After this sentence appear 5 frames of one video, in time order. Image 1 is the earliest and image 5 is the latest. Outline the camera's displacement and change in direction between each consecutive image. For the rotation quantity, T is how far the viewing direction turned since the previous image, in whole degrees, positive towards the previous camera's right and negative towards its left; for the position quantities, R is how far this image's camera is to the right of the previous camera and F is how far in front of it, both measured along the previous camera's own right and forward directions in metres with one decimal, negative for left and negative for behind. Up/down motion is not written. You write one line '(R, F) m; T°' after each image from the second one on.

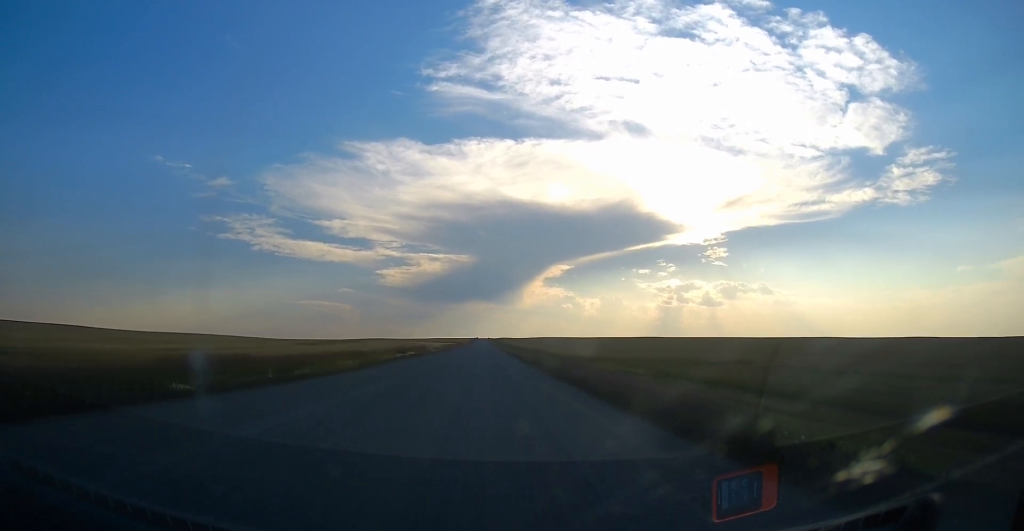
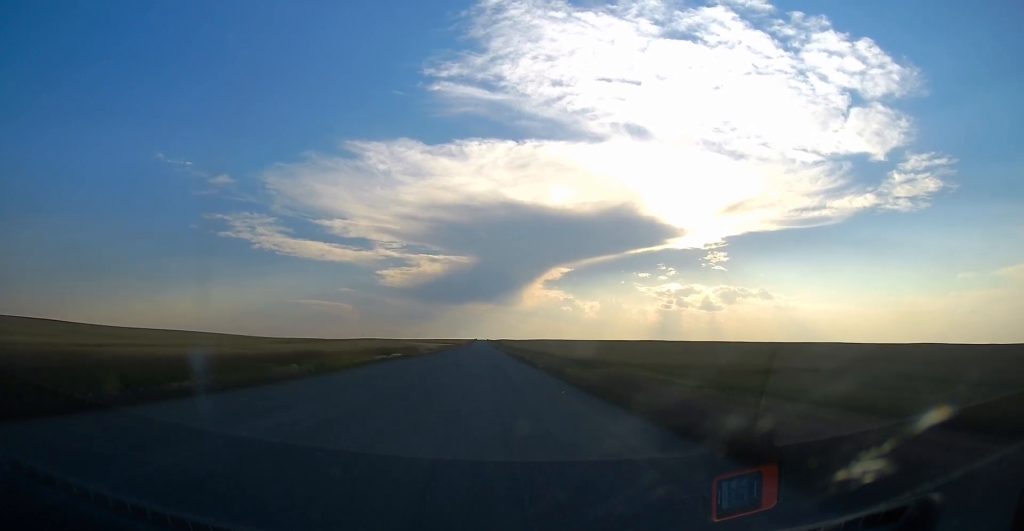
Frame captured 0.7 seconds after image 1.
(0.0, +12.6) m; 0°
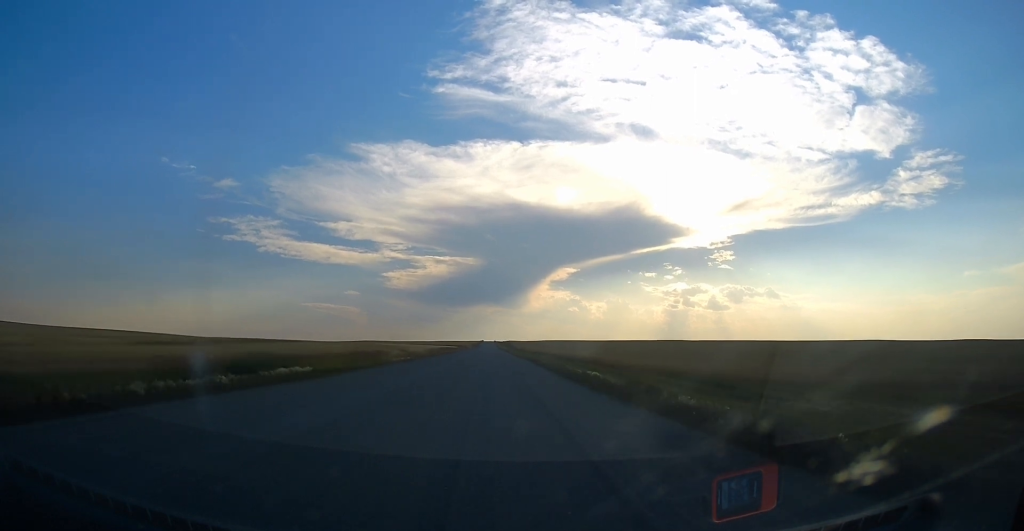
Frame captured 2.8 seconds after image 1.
(0.0, +38.7) m; 0°
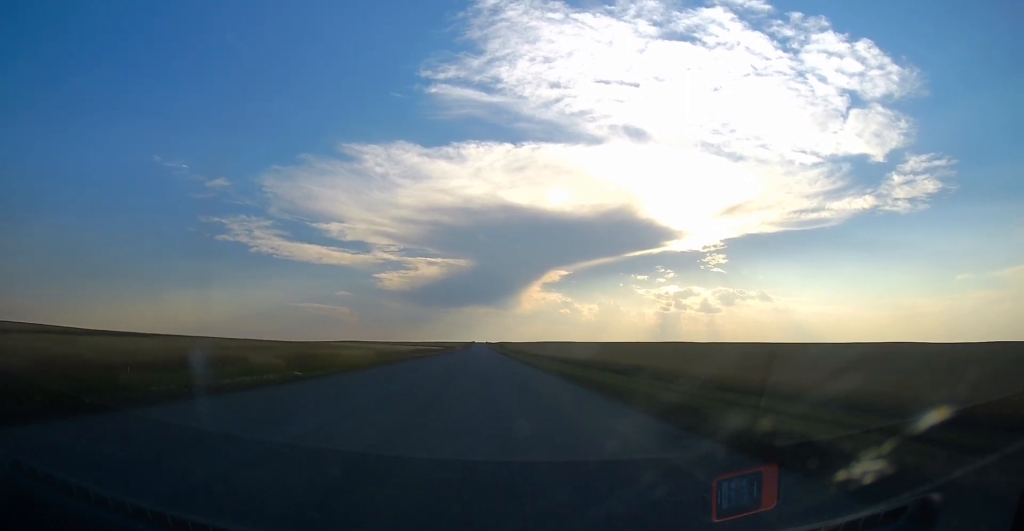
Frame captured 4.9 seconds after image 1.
(0.0, +36.5) m; 0°
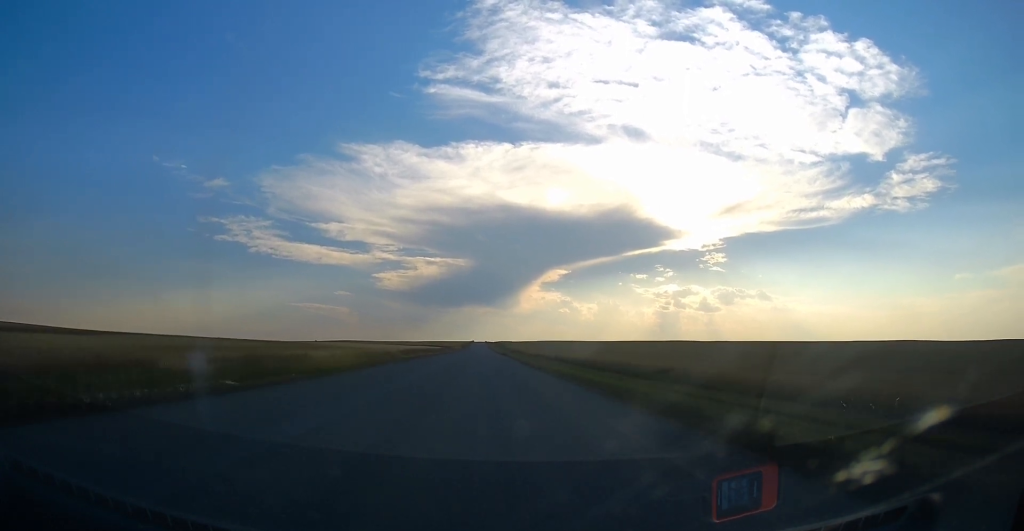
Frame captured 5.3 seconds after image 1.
(0.0, +7.7) m; 0°
